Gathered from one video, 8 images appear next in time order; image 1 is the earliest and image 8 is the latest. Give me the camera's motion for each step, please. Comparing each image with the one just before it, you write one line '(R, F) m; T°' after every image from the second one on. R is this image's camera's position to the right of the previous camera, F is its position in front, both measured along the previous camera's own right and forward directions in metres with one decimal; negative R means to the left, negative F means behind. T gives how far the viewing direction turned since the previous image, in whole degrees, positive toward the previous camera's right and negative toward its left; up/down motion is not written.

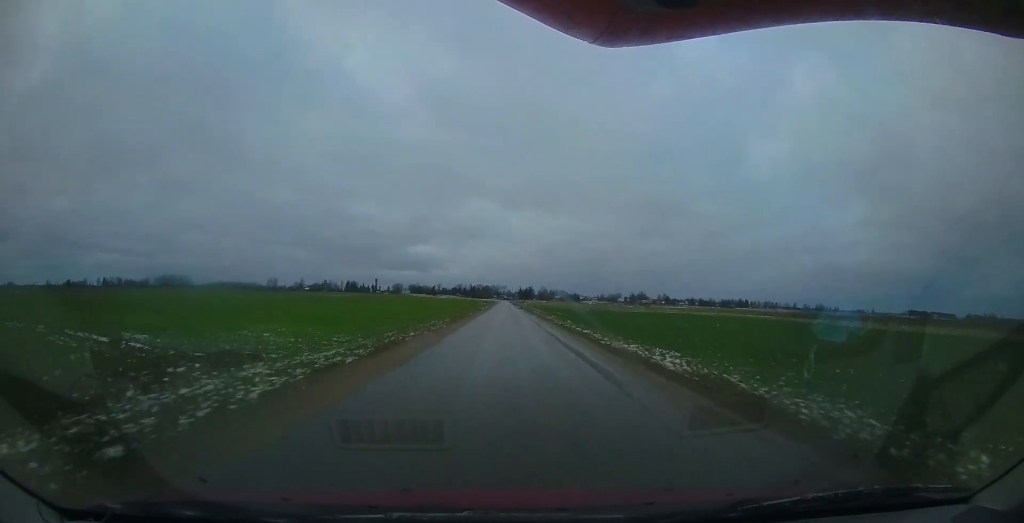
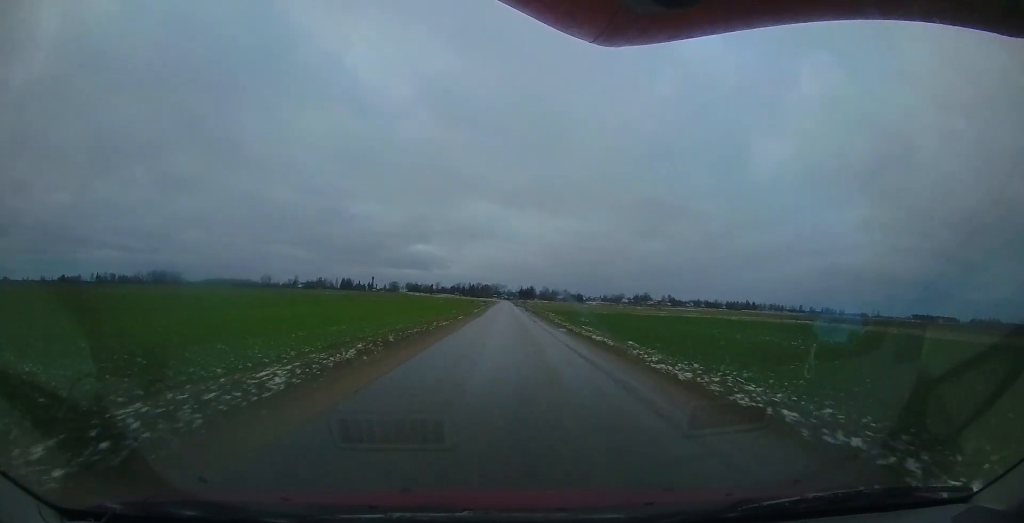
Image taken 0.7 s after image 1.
(-0.3, +18.2) m; -1°
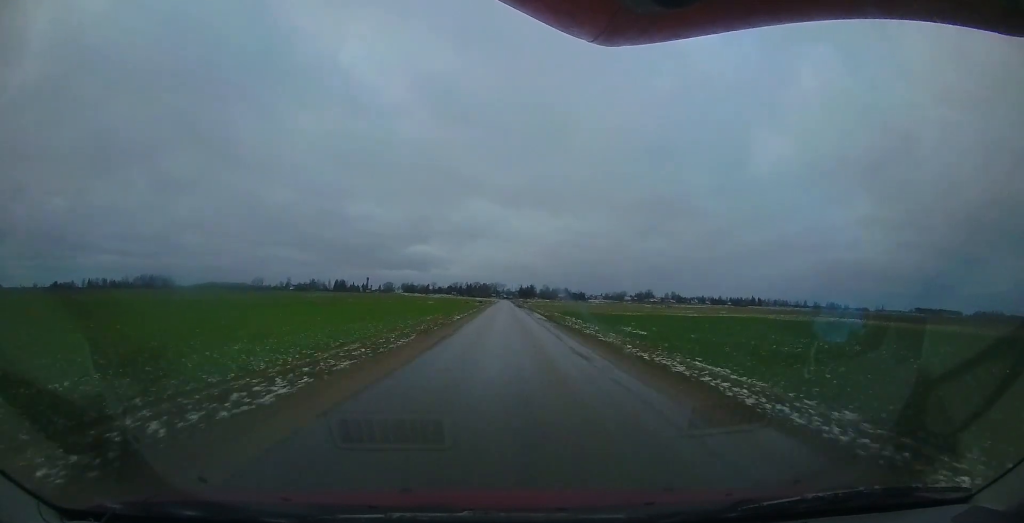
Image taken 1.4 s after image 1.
(-0.4, +17.2) m; +1°
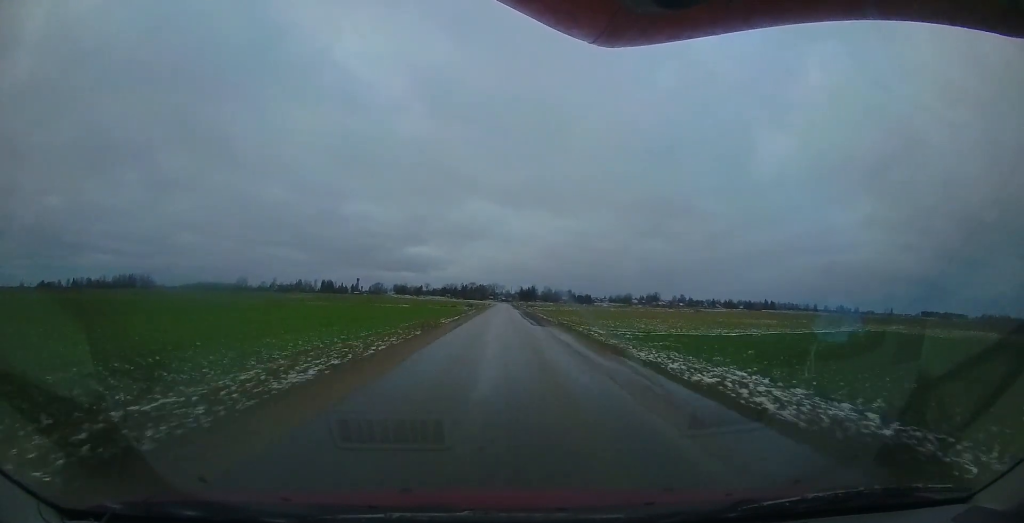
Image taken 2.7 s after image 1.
(+1.2, +34.5) m; +1°
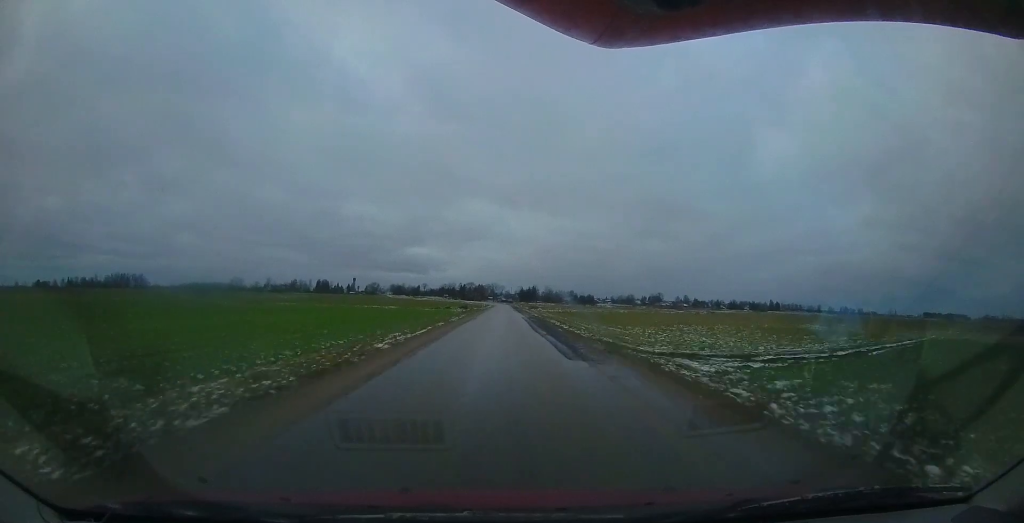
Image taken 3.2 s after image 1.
(0.0, +12.3) m; -1°
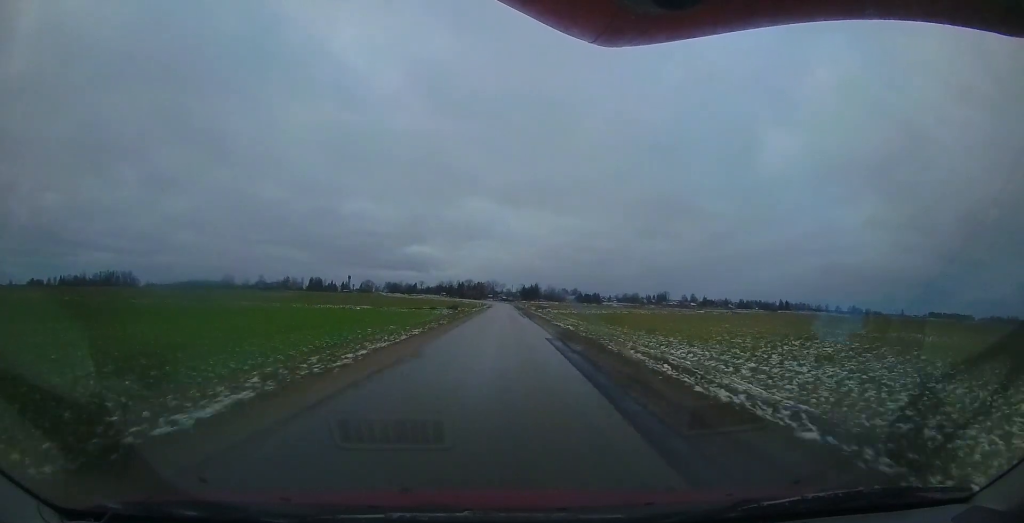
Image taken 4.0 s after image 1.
(-0.3, +19.2) m; 0°
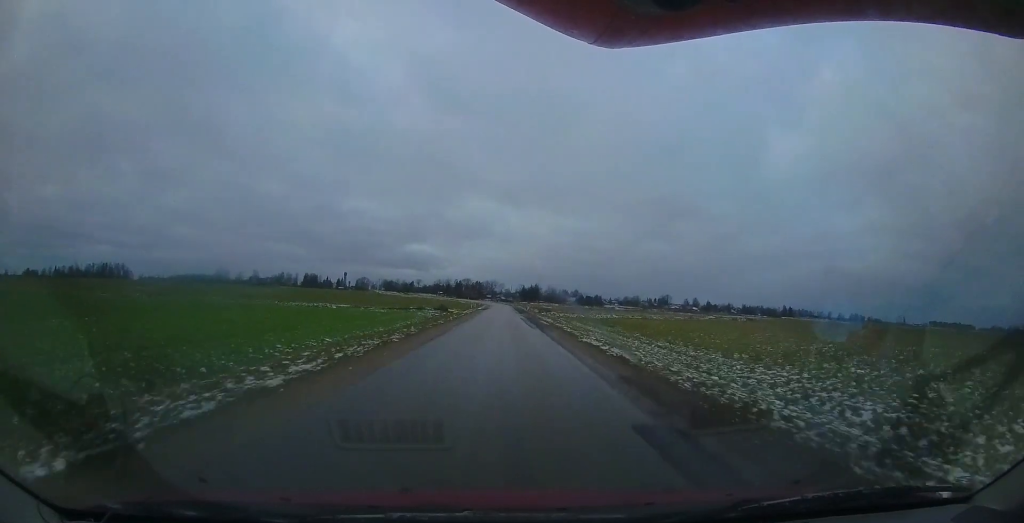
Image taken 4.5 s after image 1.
(-0.2, +10.3) m; 0°
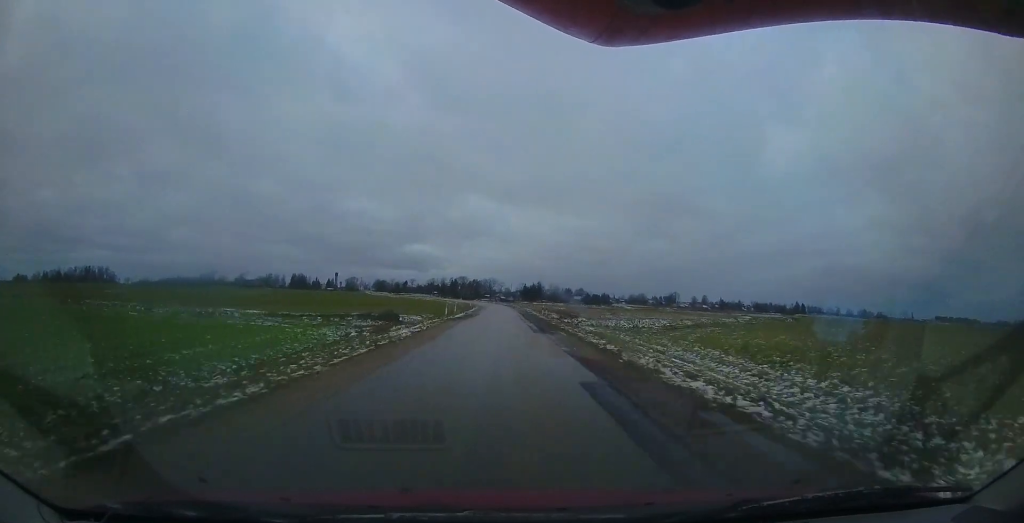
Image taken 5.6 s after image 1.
(+0.6, +25.6) m; +2°
